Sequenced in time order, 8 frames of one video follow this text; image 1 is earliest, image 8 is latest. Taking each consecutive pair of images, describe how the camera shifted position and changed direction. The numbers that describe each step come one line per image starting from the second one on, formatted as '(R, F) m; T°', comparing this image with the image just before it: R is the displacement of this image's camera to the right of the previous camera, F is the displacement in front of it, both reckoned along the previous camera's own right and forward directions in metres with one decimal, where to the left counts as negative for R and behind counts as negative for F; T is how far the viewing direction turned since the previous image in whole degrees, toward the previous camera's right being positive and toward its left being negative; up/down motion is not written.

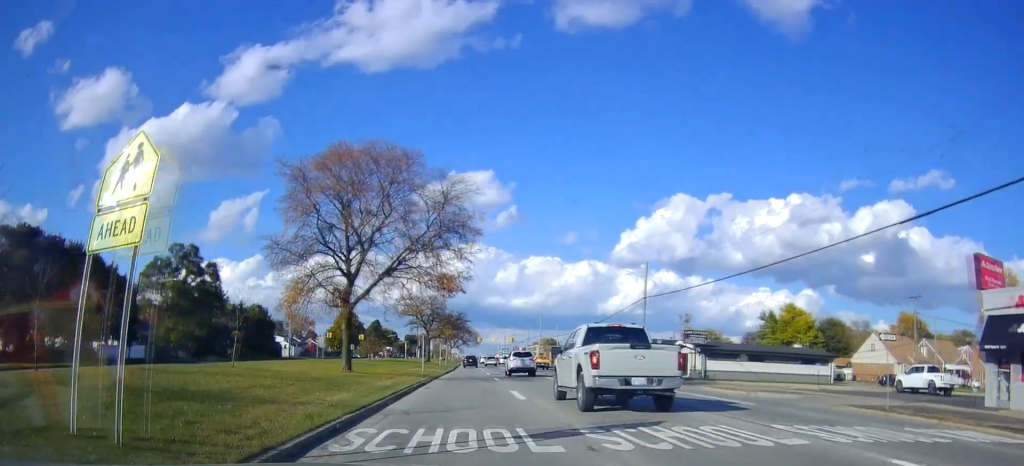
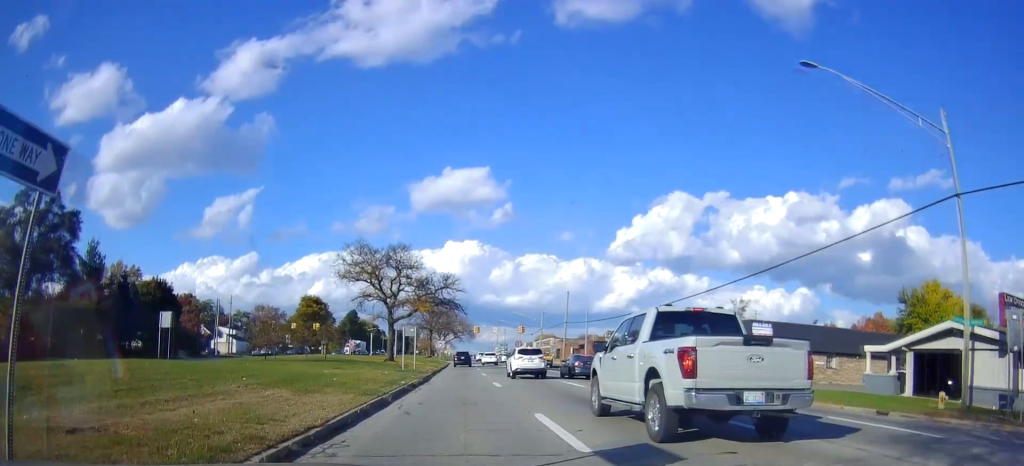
(+1.2, +39.3) m; 0°
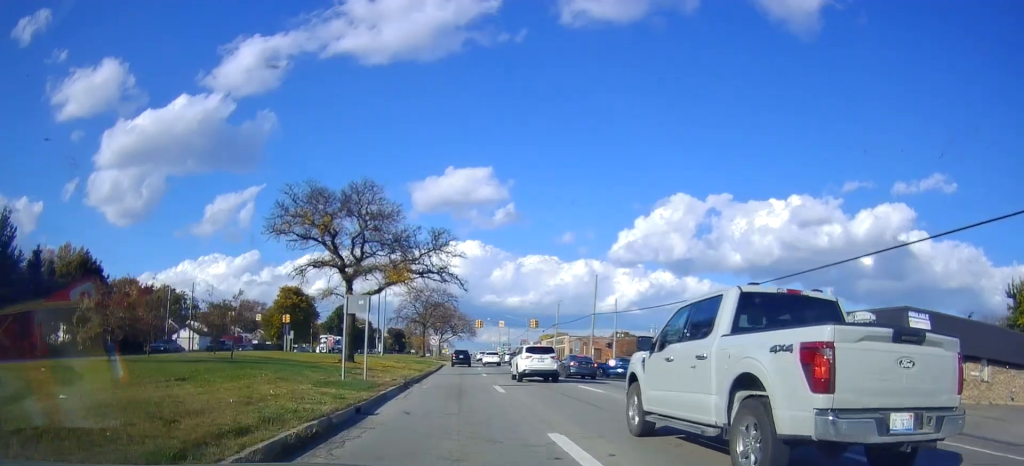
(-0.3, +18.5) m; +1°
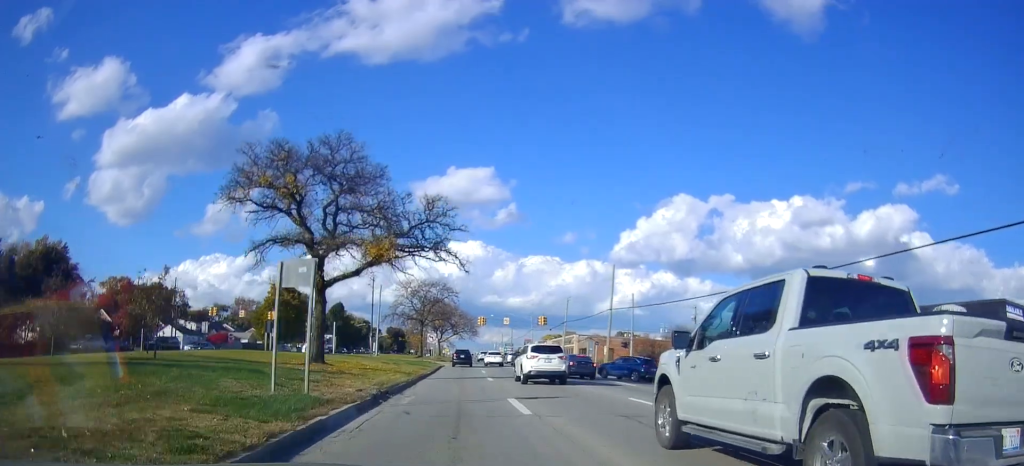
(+0.2, +7.4) m; +1°
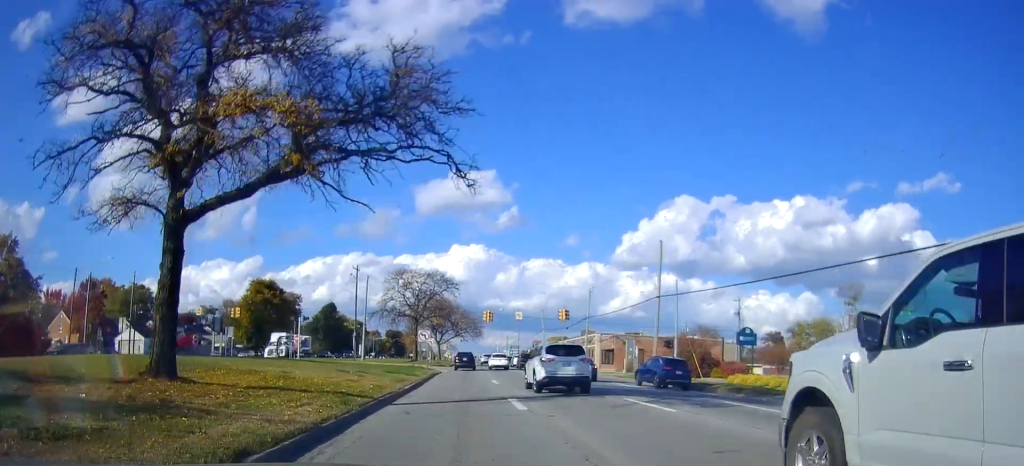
(+0.1, +14.6) m; -1°
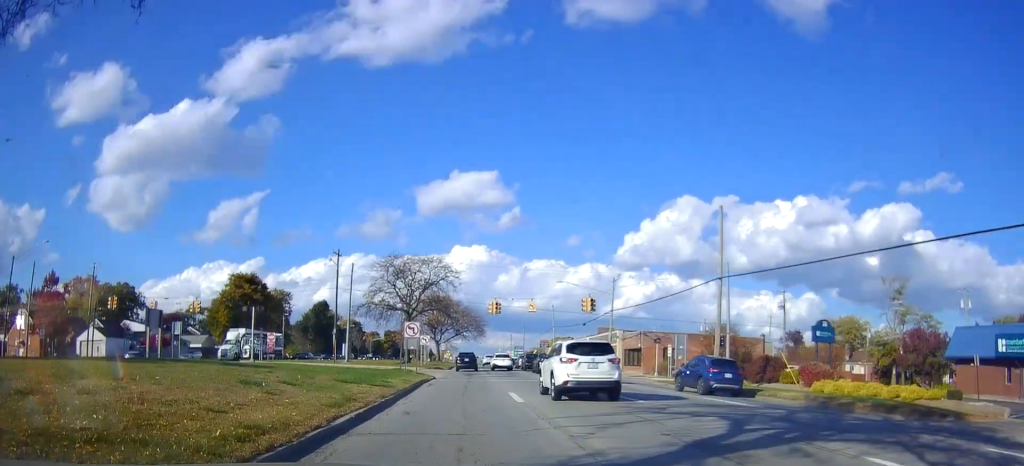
(-0.2, +11.2) m; 0°
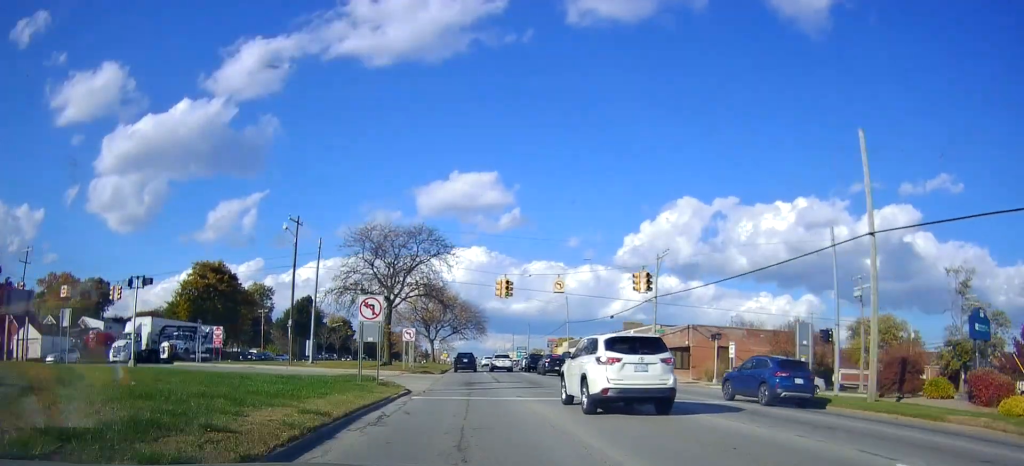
(-0.1, +14.3) m; 0°
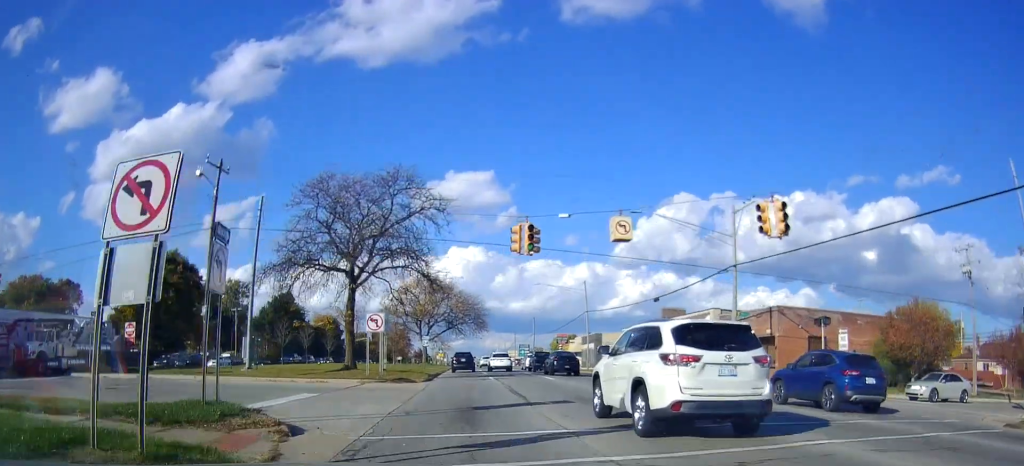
(+0.1, +14.4) m; -1°
